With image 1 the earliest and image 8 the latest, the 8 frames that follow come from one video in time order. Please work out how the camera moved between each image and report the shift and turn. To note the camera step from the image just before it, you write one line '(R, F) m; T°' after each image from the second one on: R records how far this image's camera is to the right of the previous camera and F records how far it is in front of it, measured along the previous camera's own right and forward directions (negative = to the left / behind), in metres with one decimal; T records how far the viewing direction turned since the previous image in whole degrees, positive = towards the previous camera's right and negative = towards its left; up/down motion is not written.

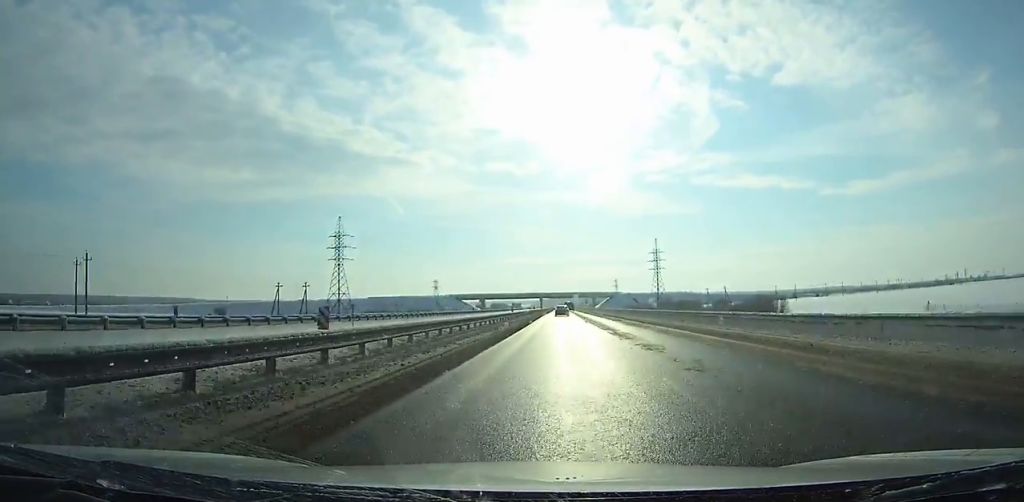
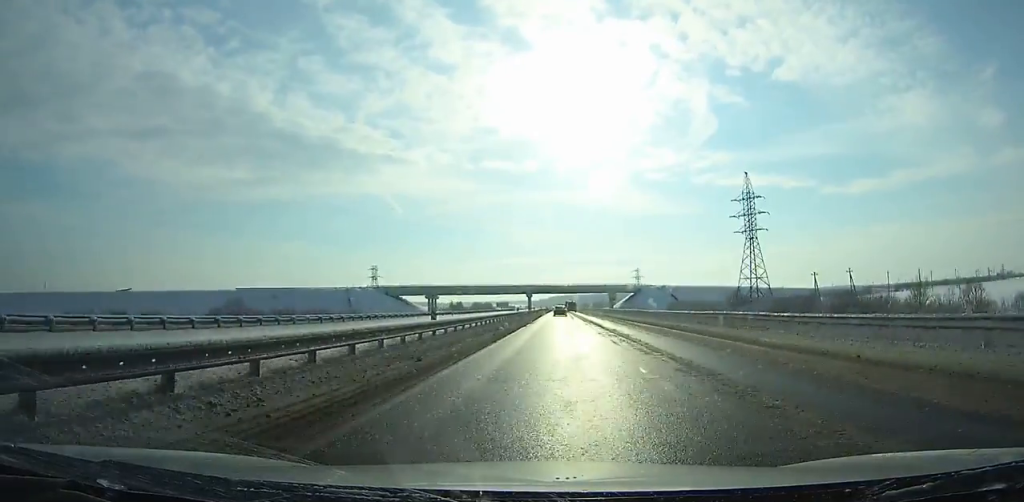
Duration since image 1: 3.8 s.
(0.0, +110.1) m; 0°
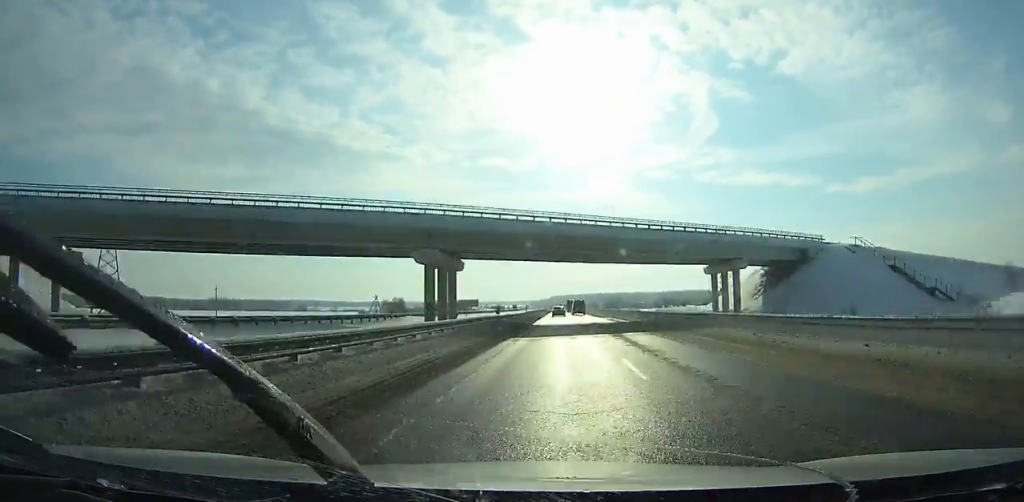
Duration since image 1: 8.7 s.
(-0.5, +143.9) m; 0°
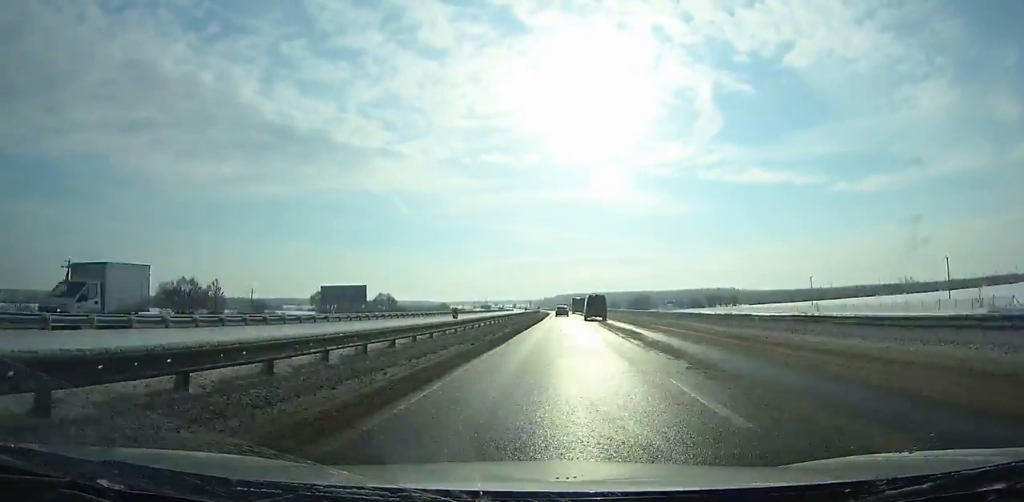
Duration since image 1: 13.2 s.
(-0.3, +132.9) m; 0°
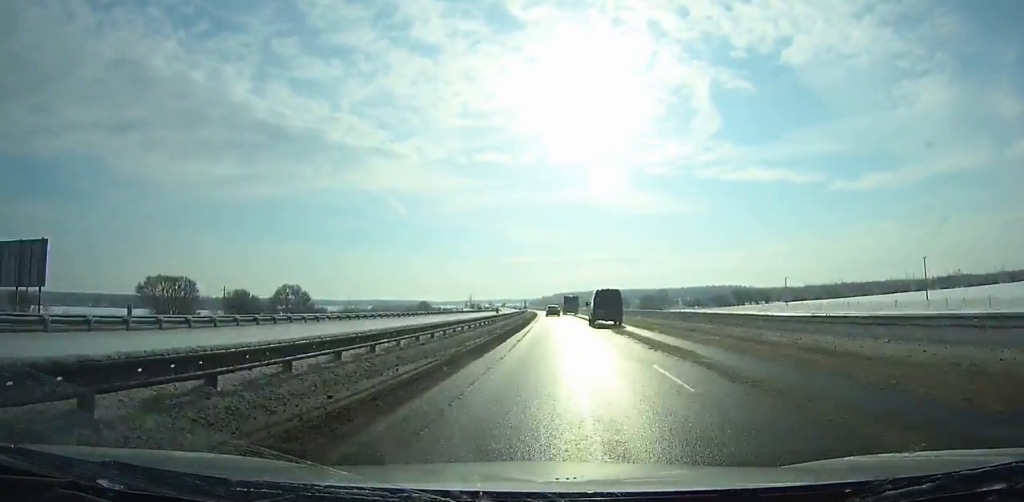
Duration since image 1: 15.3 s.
(0.0, +62.2) m; -1°
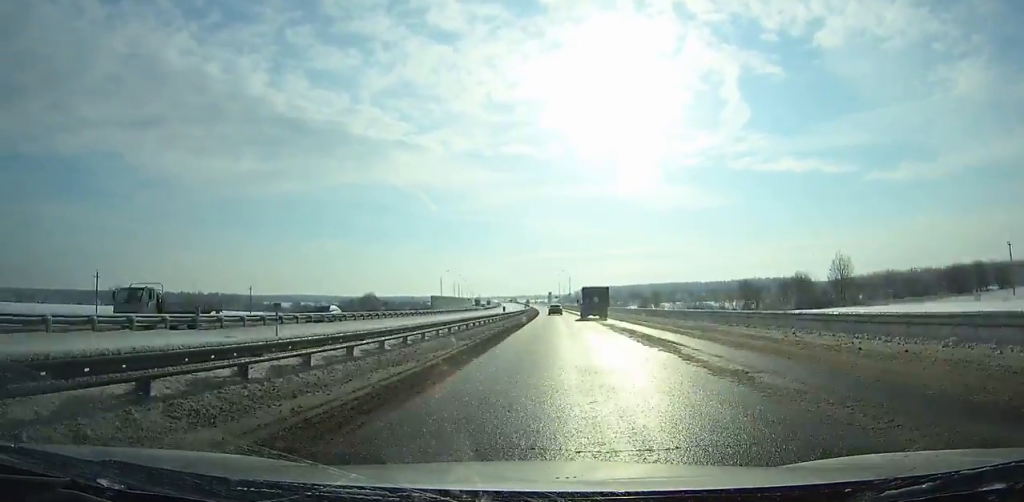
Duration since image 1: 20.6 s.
(-3.9, +156.6) m; -3°
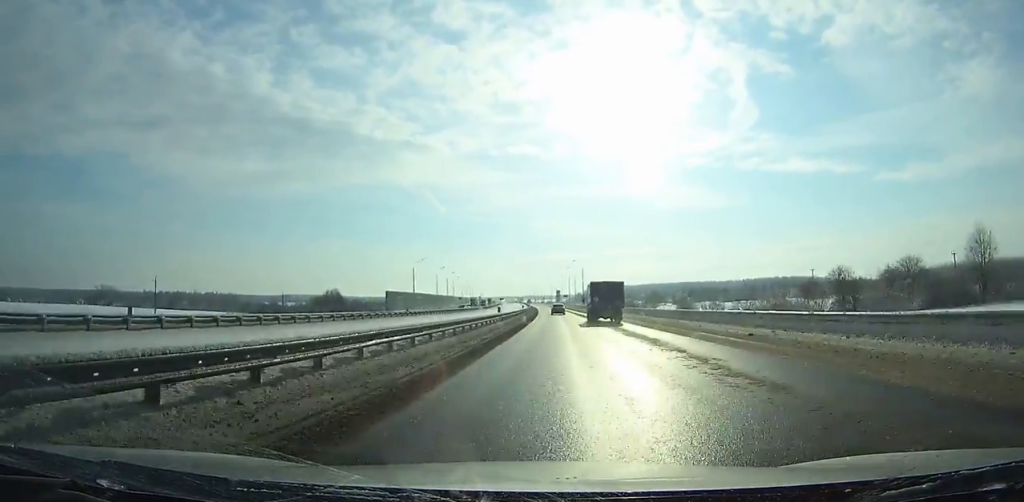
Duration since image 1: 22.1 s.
(-0.1, +44.3) m; -1°
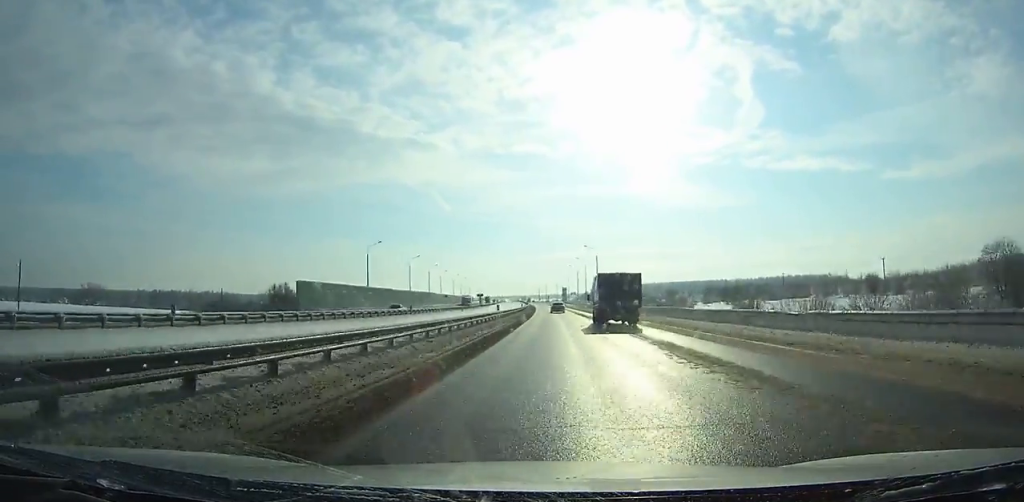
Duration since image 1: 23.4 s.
(-0.4, +38.0) m; -1°
